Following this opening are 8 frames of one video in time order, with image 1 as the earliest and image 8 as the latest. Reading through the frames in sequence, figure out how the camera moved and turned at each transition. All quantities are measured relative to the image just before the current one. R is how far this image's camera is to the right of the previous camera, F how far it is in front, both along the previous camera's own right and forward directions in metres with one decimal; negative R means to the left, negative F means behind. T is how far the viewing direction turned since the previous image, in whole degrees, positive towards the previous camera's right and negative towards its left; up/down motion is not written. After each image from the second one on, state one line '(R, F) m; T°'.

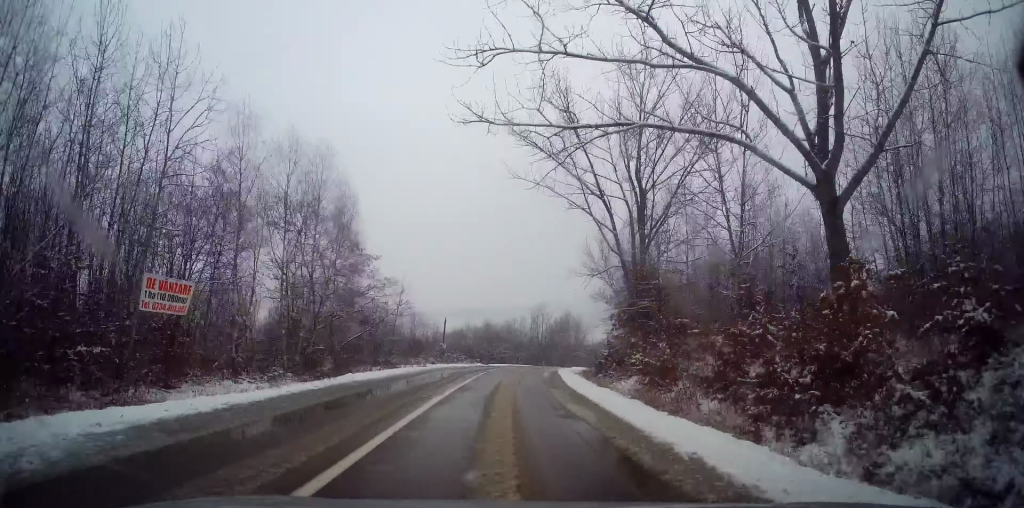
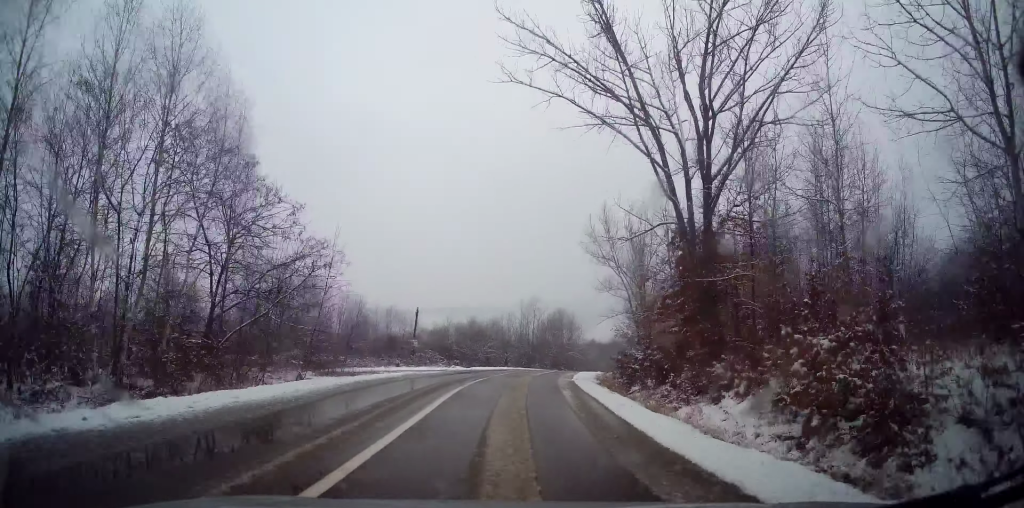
(+0.2, +12.0) m; +2°
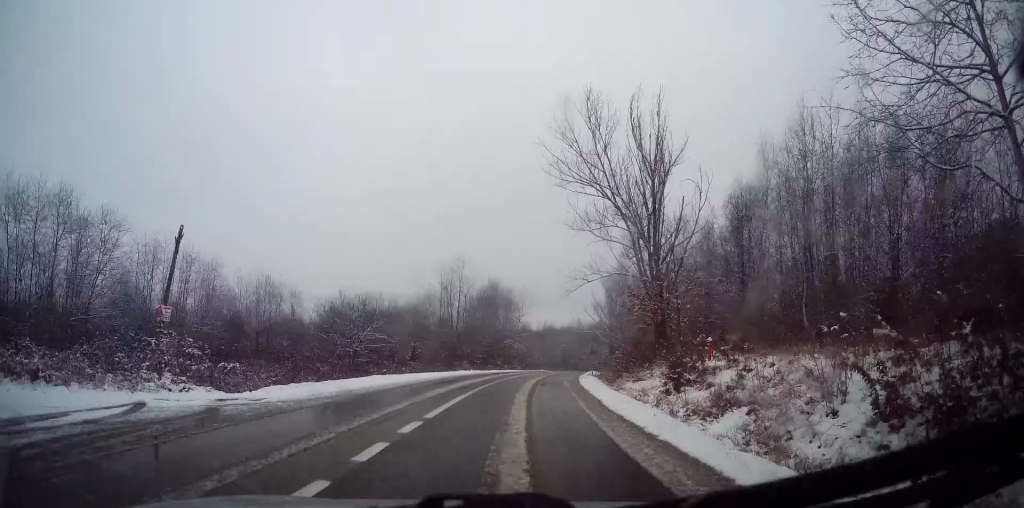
(+1.6, +29.5) m; +7°
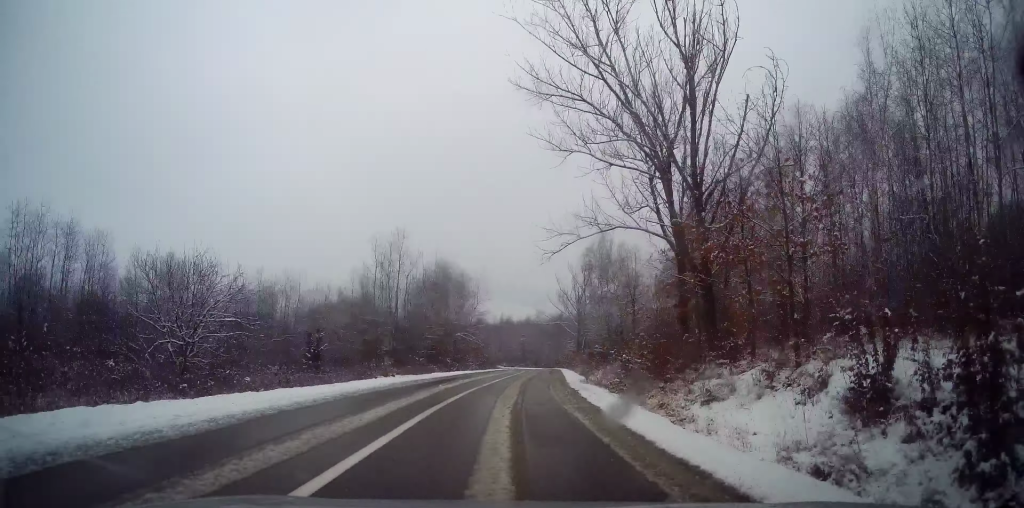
(+0.6, +14.1) m; +5°
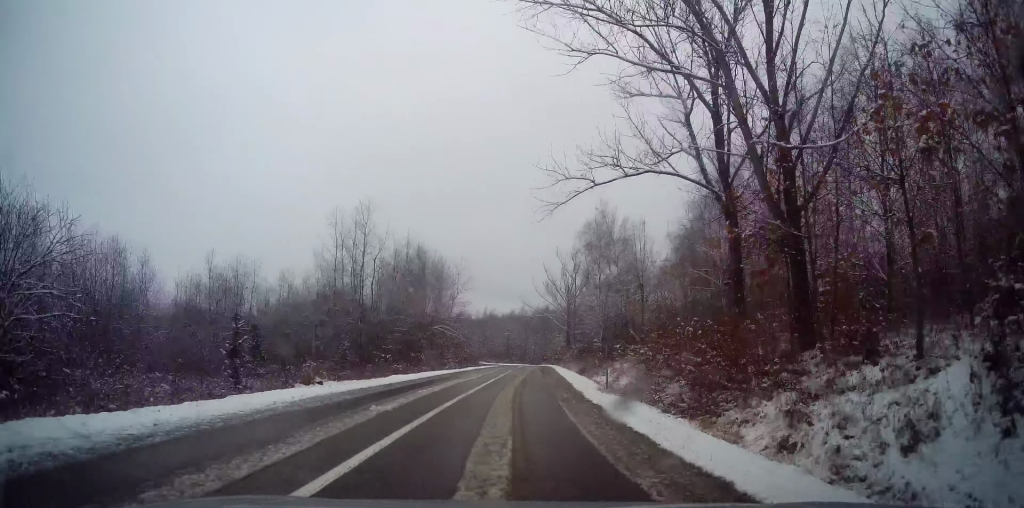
(+0.3, +7.8) m; +3°
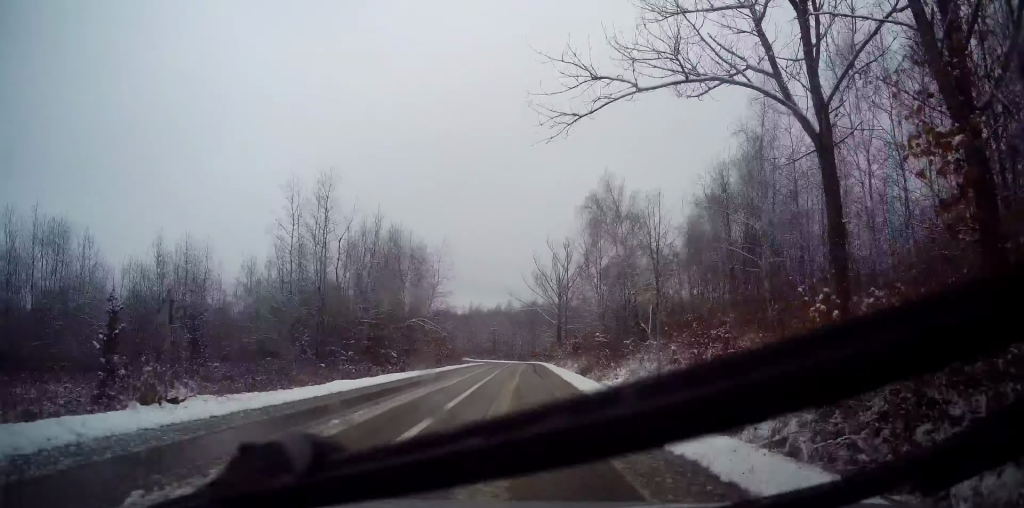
(+0.1, +6.8) m; +1°
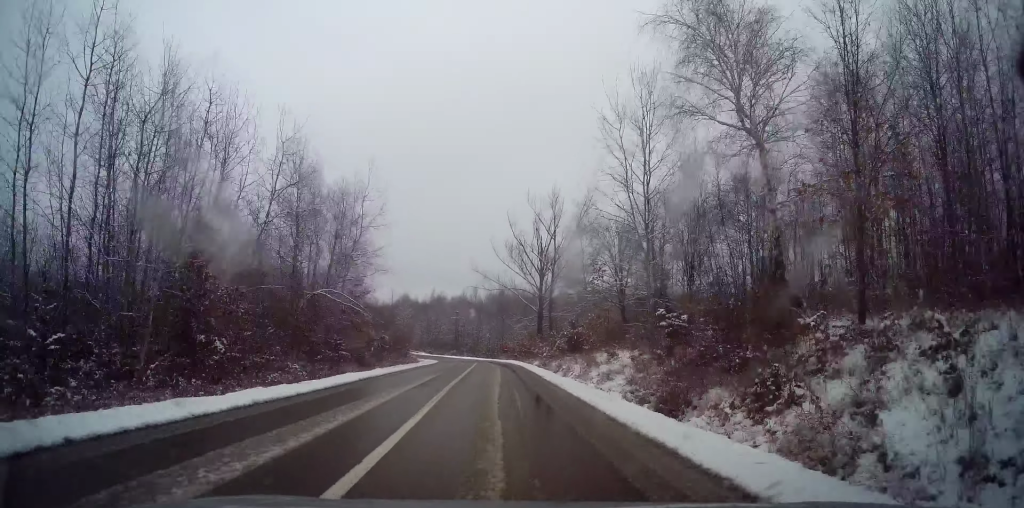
(+0.7, +21.5) m; +3°
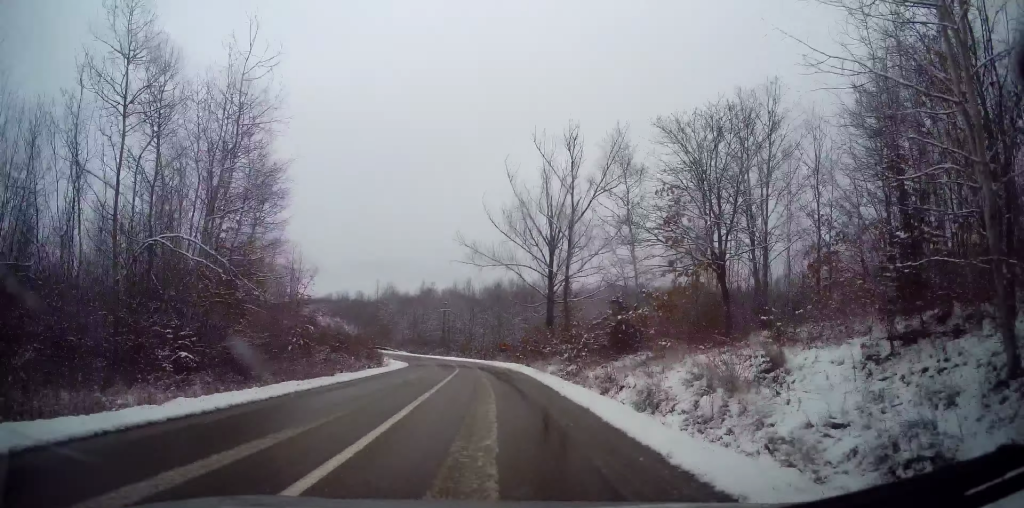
(+0.1, +17.5) m; +1°
